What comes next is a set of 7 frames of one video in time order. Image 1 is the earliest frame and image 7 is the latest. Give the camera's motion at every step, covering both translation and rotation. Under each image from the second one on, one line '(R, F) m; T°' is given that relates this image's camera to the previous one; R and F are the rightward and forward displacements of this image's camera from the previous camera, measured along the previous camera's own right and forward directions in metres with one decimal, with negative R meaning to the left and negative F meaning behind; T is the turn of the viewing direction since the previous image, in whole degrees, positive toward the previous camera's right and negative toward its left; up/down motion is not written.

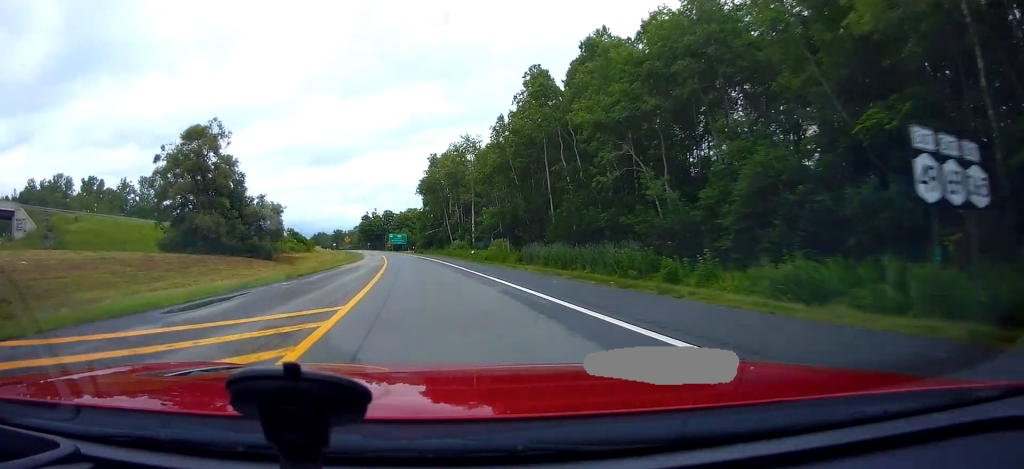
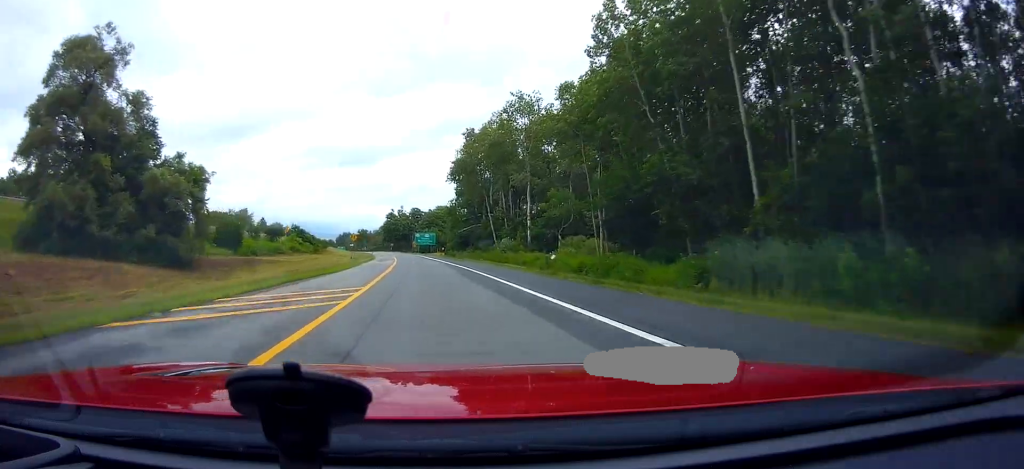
(0.0, +29.5) m; -2°
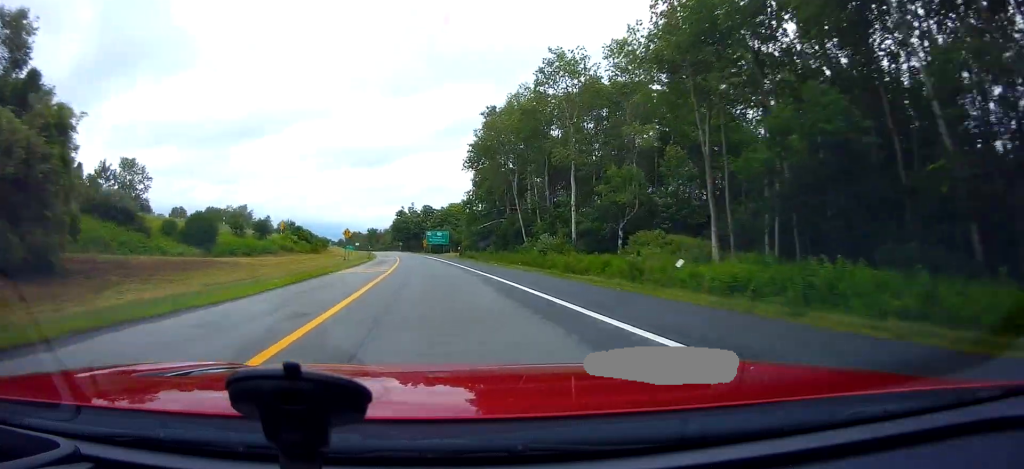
(-0.4, +16.5) m; -3°
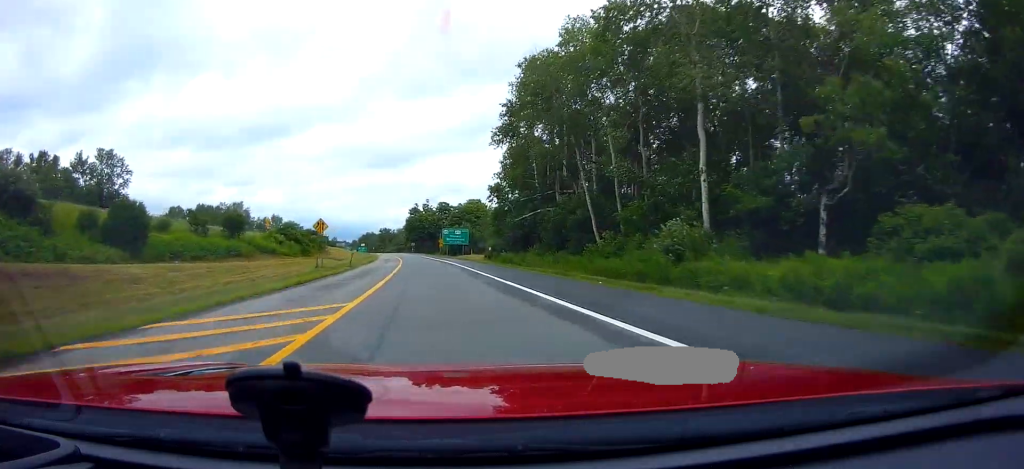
(-1.0, +23.7) m; -3°
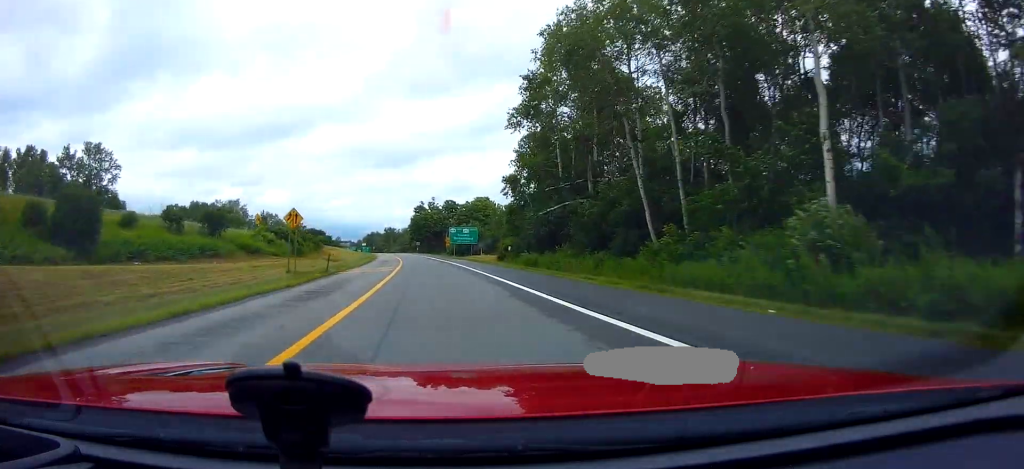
(-0.2, +10.0) m; -1°
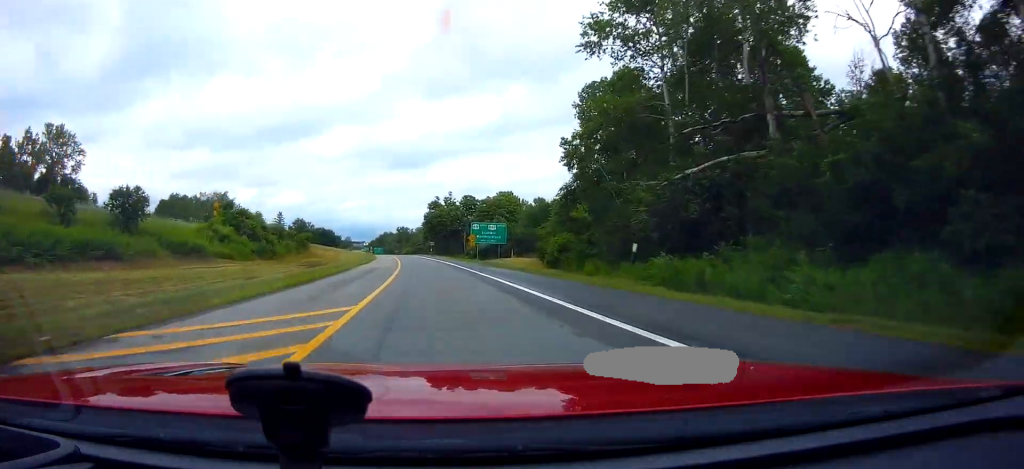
(+0.2, +26.1) m; 0°
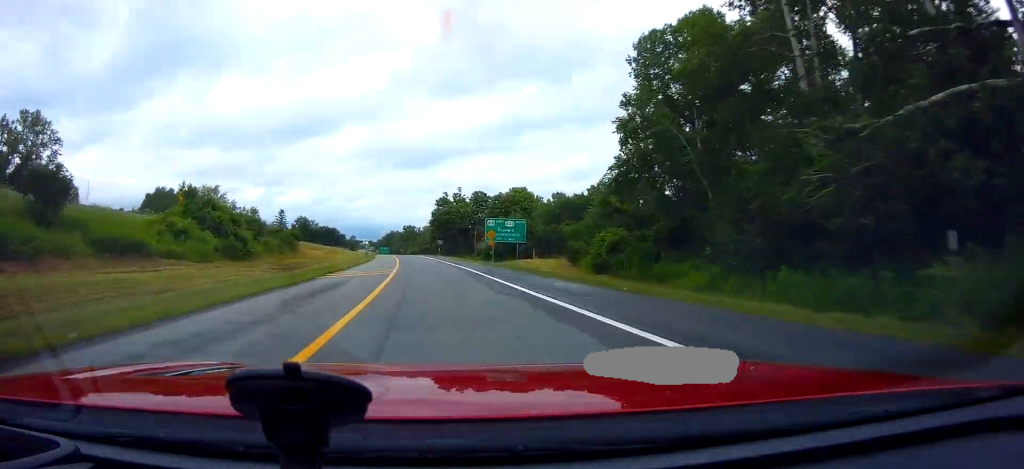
(0.0, +13.7) m; 0°
